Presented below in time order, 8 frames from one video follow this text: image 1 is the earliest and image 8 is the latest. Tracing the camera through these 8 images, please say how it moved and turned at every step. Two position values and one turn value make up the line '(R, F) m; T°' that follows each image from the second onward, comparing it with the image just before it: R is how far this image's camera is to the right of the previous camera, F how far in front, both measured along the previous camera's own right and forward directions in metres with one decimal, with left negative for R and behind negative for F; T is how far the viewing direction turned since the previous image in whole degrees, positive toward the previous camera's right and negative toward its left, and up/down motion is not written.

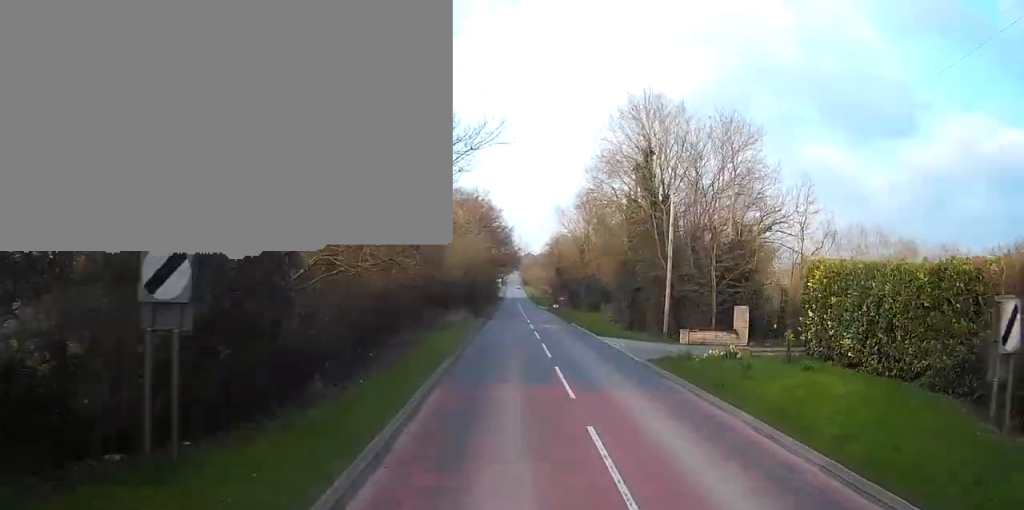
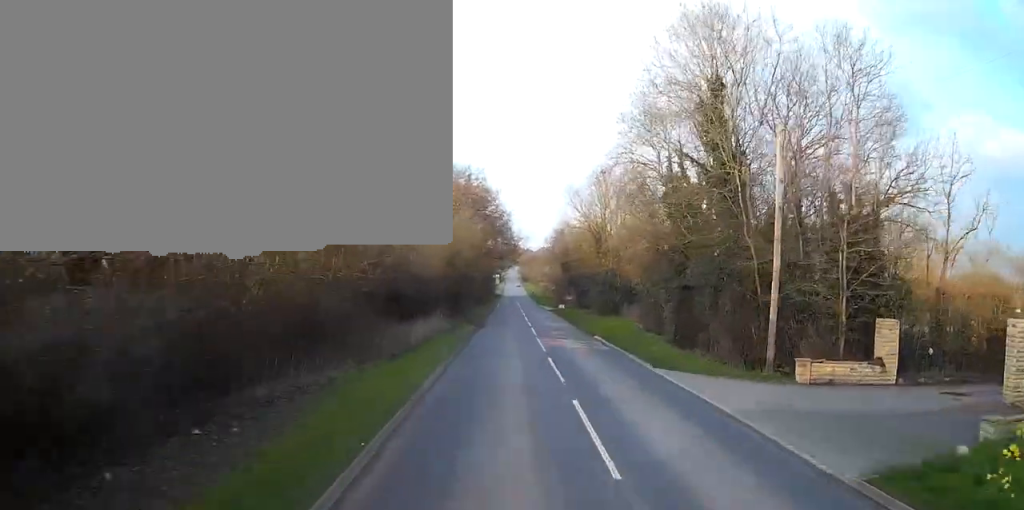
(0.0, +15.1) m; 0°
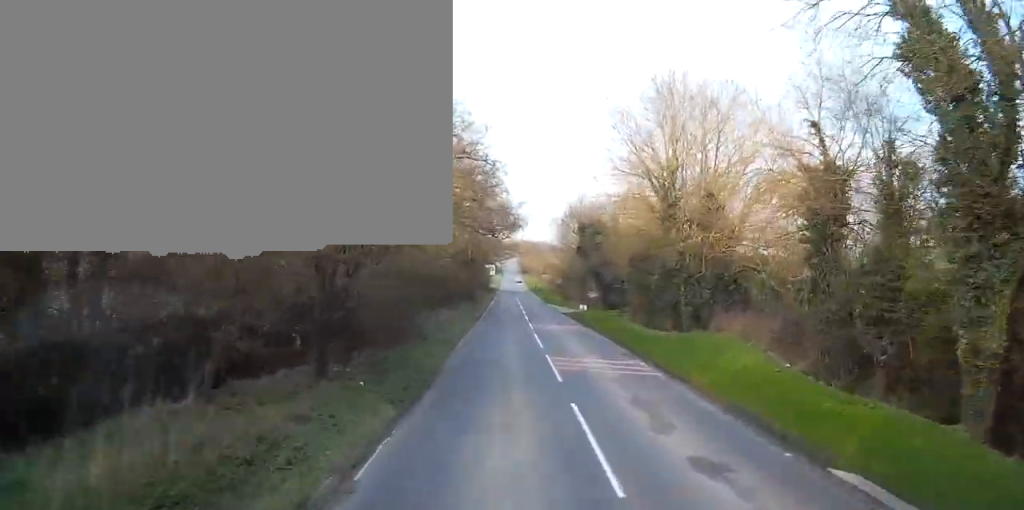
(0.0, +27.7) m; 0°
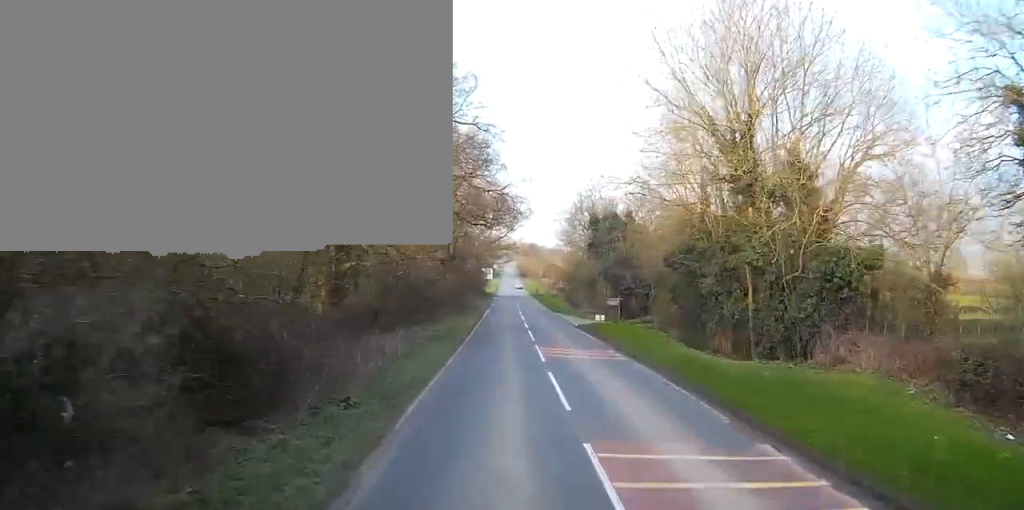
(+0.1, +12.0) m; -1°
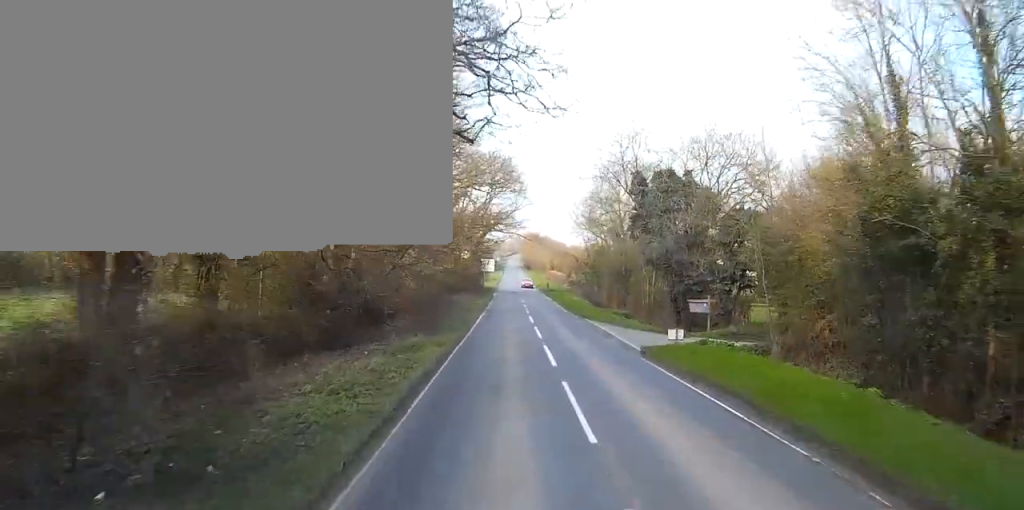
(-0.5, +21.5) m; -1°
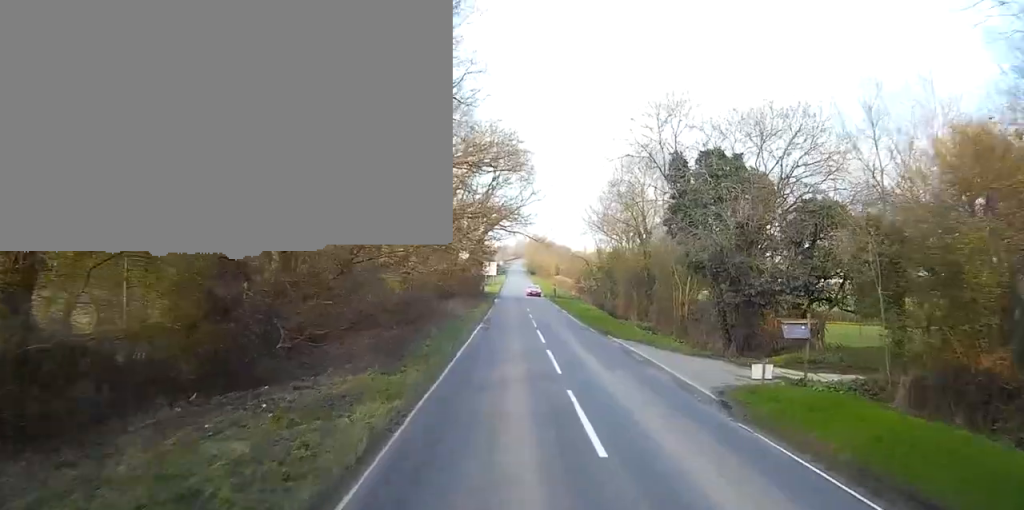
(0.0, +9.5) m; 0°
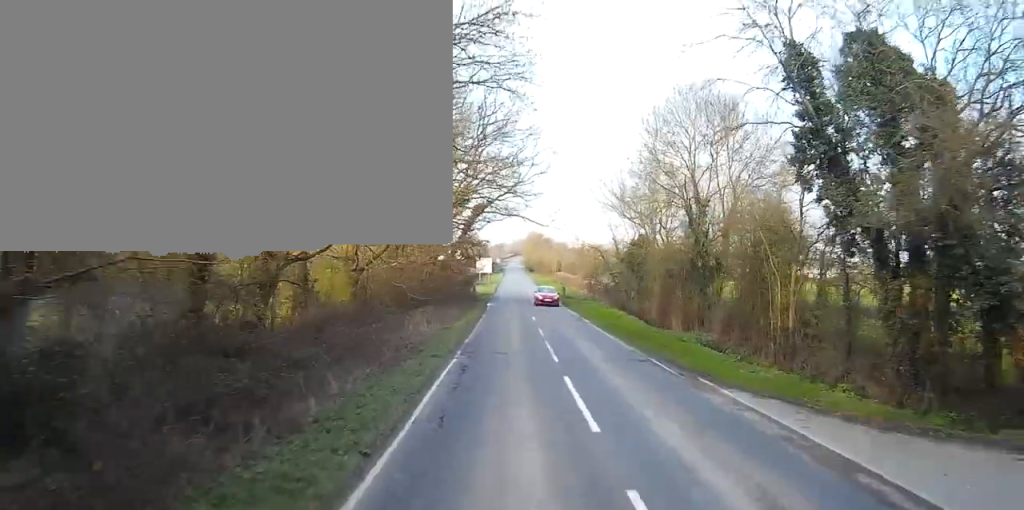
(0.0, +16.9) m; 0°
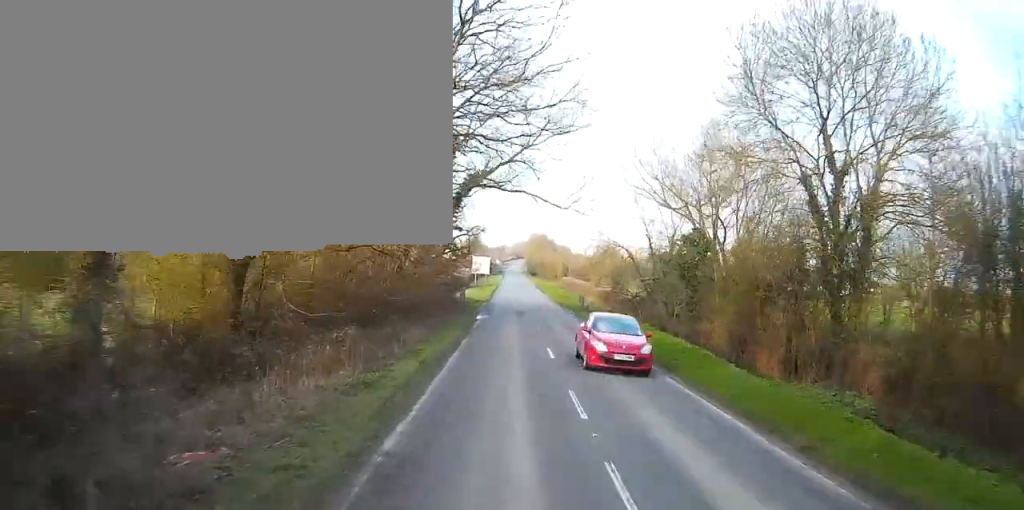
(0.0, +16.8) m; 0°
